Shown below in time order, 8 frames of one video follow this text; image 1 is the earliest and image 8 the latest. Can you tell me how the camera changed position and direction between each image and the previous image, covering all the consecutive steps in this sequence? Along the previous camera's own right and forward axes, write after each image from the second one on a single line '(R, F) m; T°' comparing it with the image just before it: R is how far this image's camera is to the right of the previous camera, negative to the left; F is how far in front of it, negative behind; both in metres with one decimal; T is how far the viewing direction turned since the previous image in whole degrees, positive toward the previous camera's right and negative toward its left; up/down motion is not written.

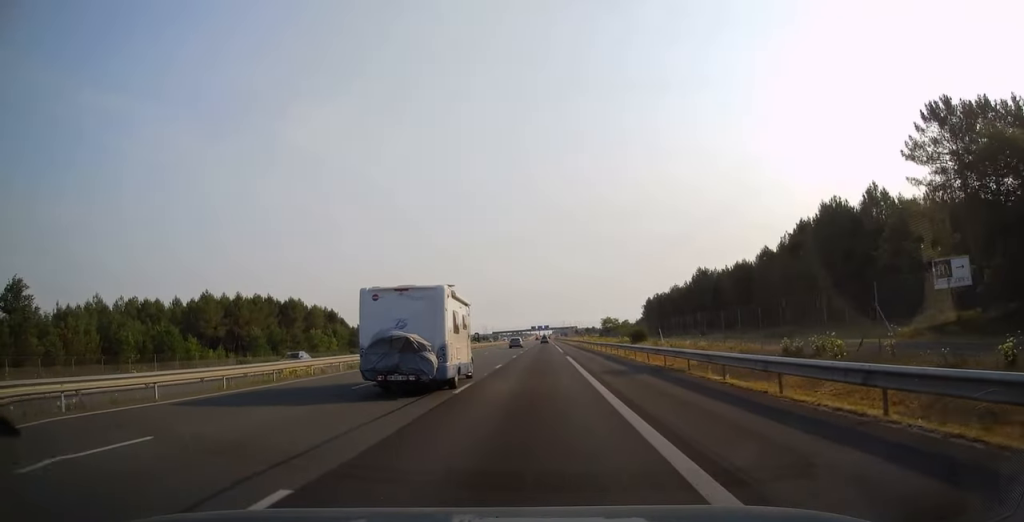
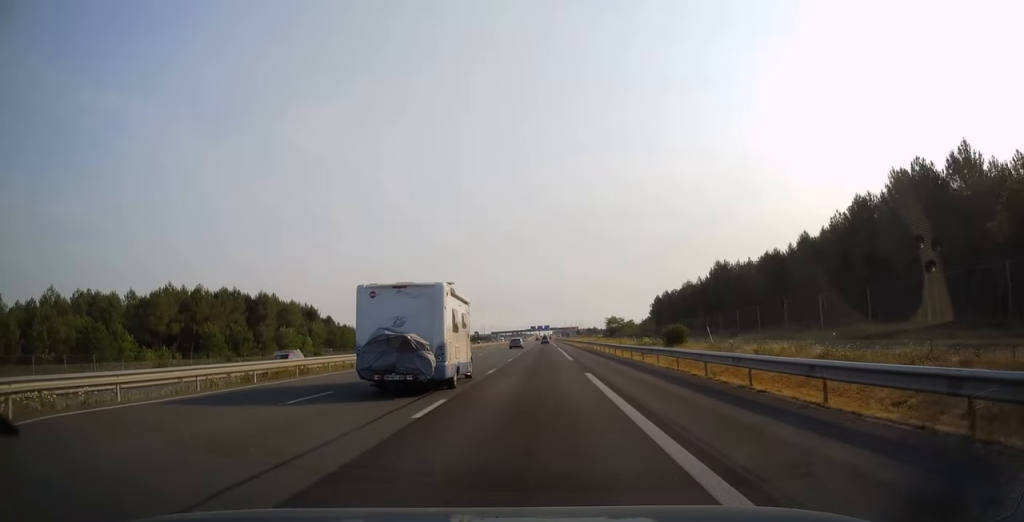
(0.0, +17.7) m; 0°
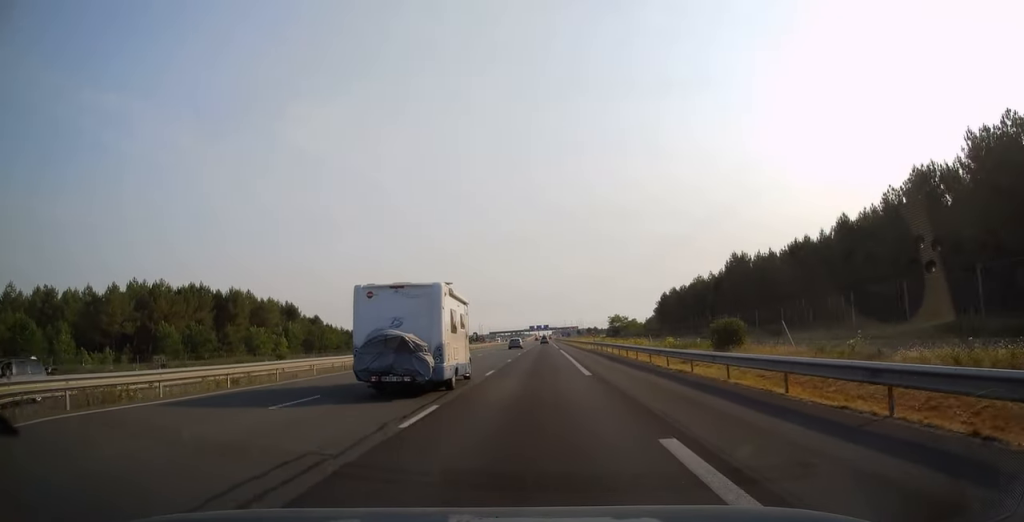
(0.0, +13.9) m; 0°
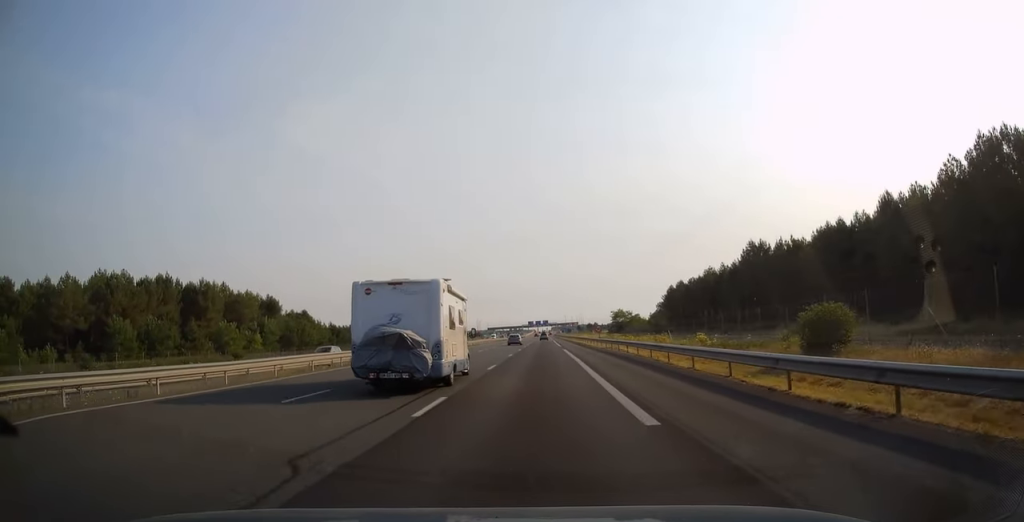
(0.0, +12.0) m; 0°
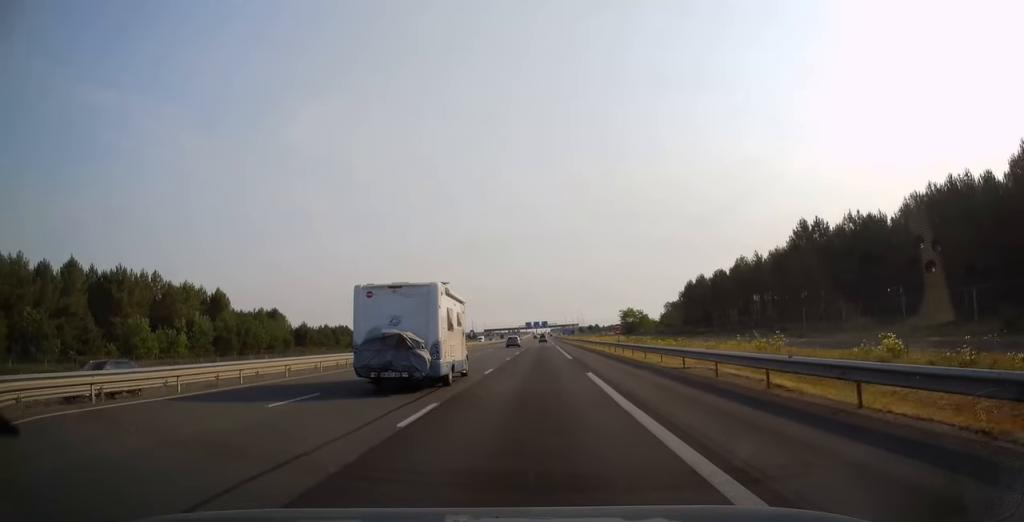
(0.0, +26.7) m; 0°
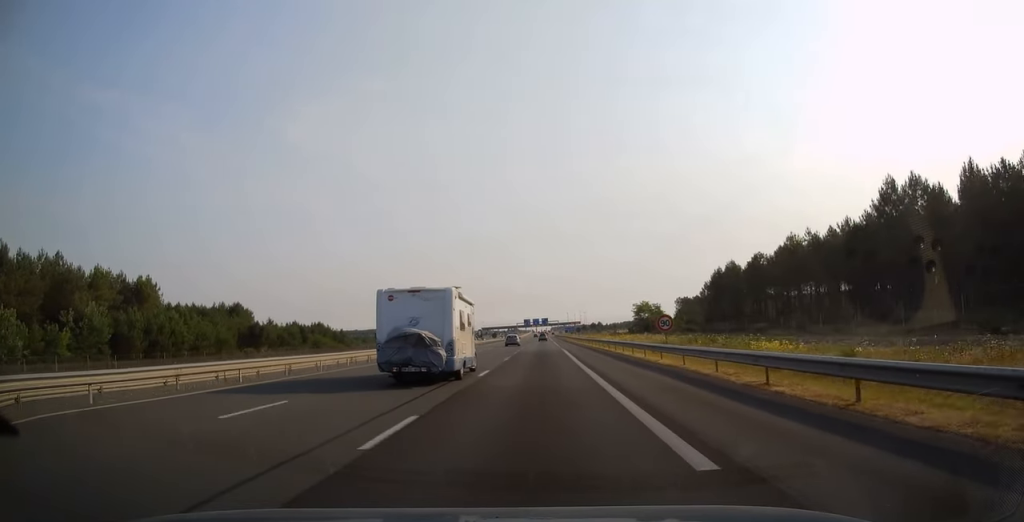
(0.0, +27.9) m; 0°
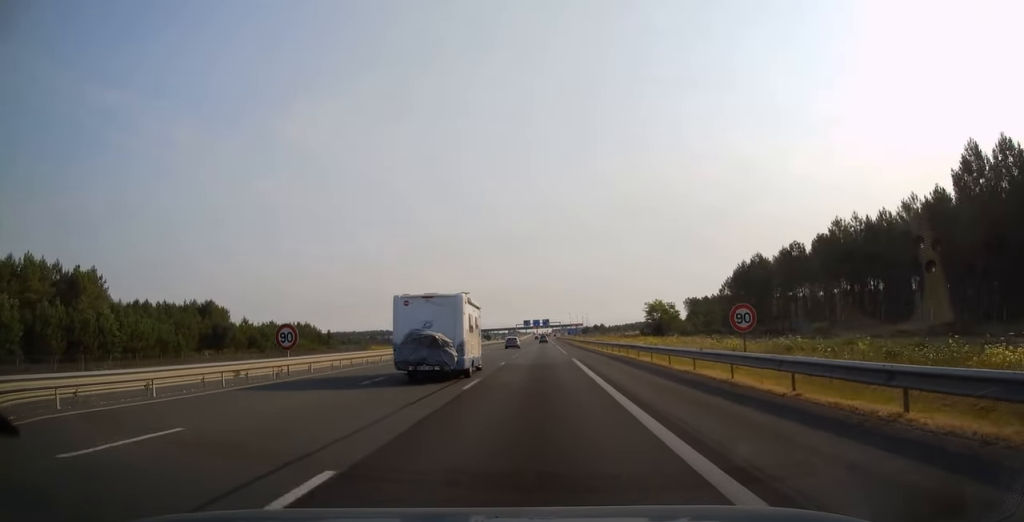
(0.0, +17.4) m; 0°
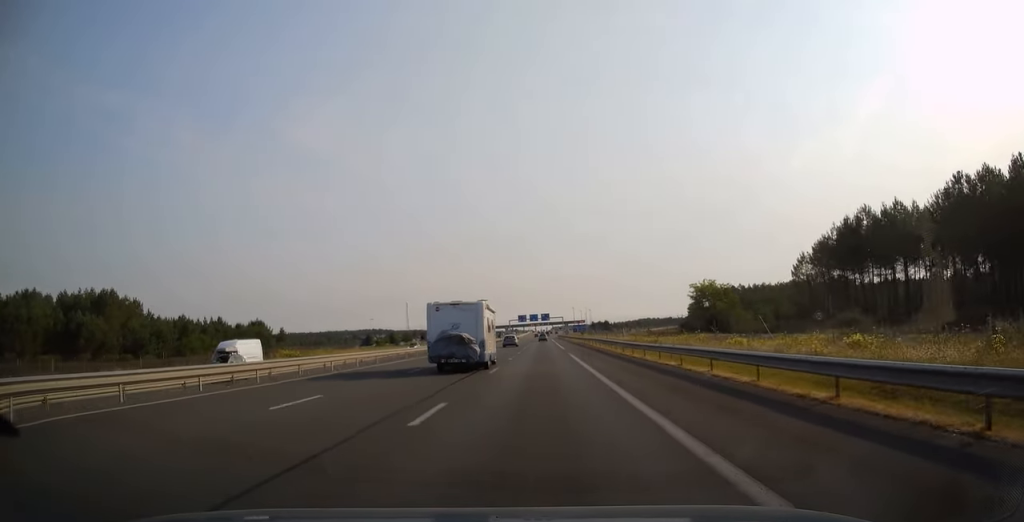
(0.0, +45.6) m; 0°
